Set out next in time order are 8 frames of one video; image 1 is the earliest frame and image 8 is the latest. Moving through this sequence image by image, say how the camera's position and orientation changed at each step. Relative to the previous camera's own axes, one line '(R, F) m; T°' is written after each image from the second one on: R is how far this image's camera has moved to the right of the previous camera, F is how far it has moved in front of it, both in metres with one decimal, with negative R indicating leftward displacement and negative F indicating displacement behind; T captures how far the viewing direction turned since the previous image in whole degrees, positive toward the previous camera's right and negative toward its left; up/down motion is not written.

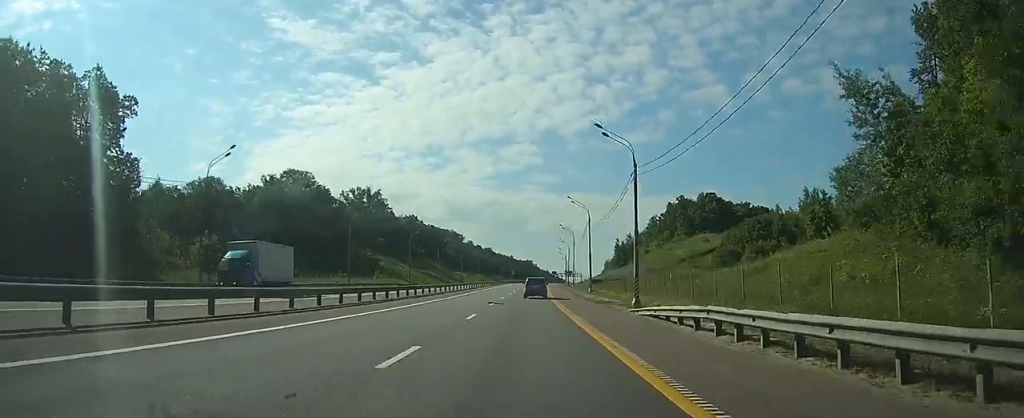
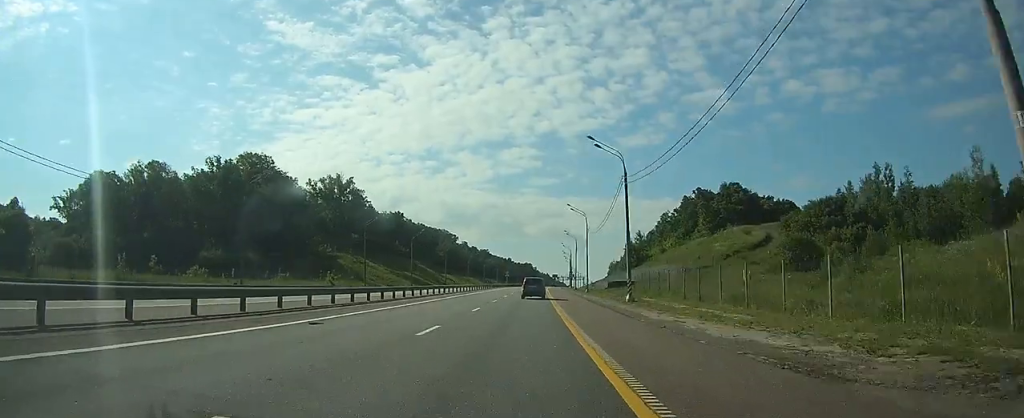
(+0.3, +30.4) m; +1°
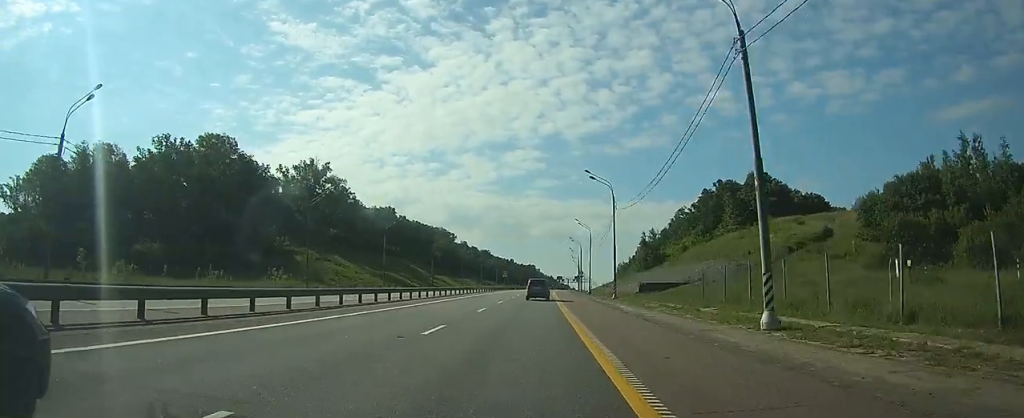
(+0.1, +23.9) m; 0°
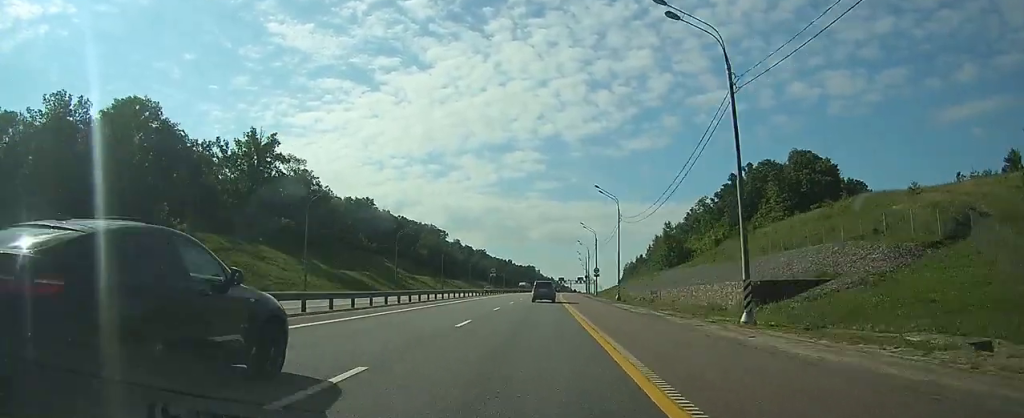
(0.0, +32.7) m; 0°
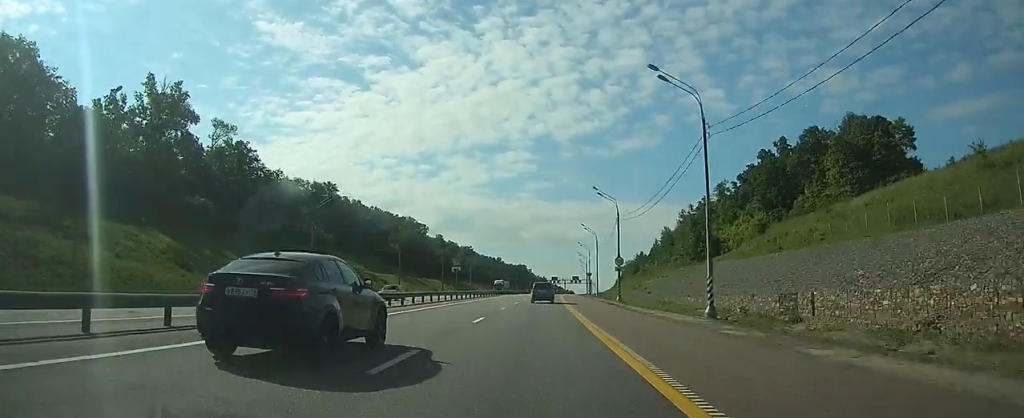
(0.0, +33.3) m; 0°
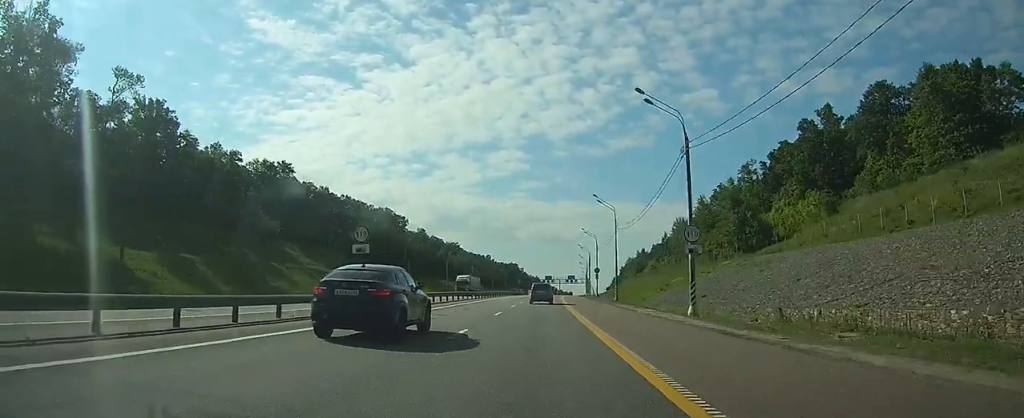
(+0.1, +29.9) m; +1°
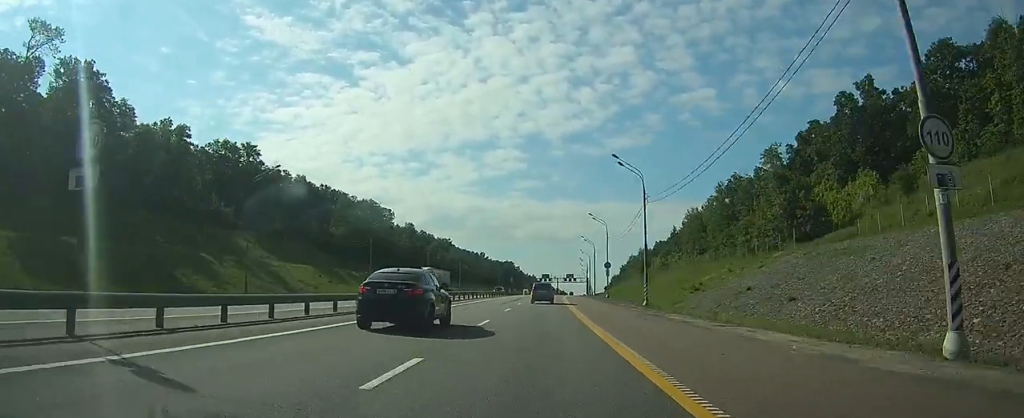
(+0.1, +18.9) m; +1°
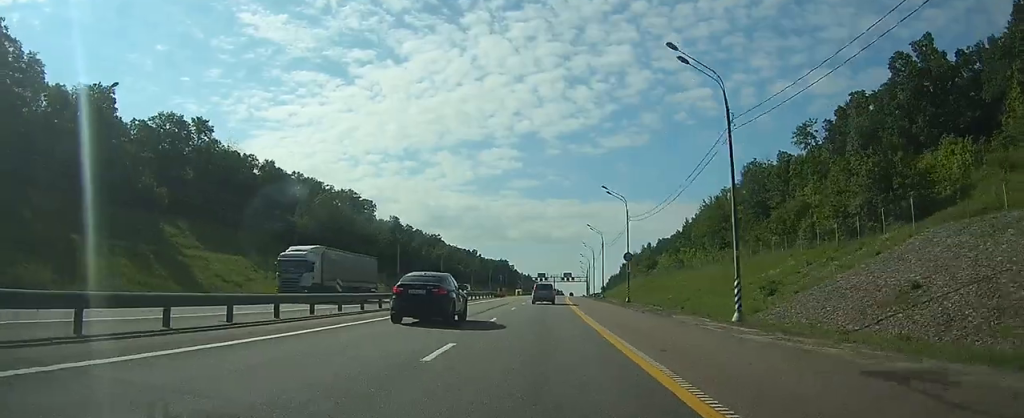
(+0.1, +20.8) m; +1°
